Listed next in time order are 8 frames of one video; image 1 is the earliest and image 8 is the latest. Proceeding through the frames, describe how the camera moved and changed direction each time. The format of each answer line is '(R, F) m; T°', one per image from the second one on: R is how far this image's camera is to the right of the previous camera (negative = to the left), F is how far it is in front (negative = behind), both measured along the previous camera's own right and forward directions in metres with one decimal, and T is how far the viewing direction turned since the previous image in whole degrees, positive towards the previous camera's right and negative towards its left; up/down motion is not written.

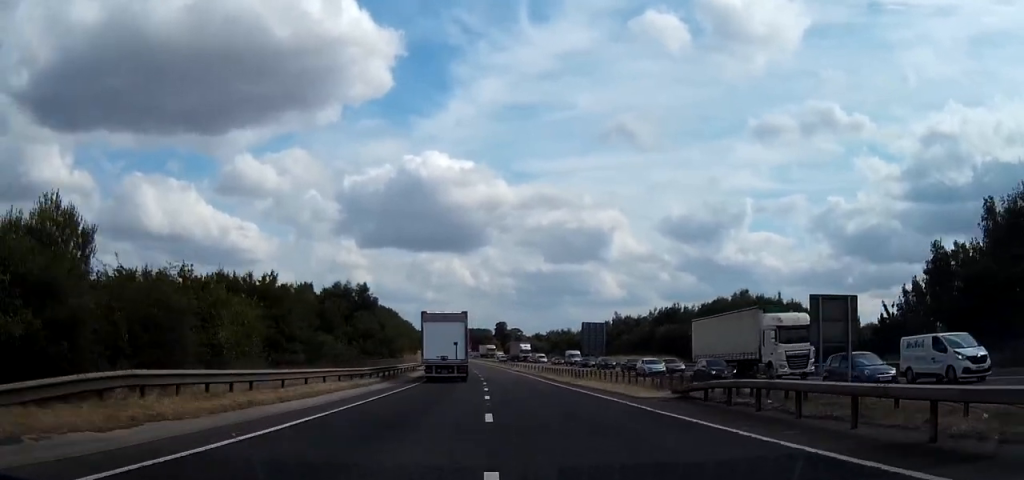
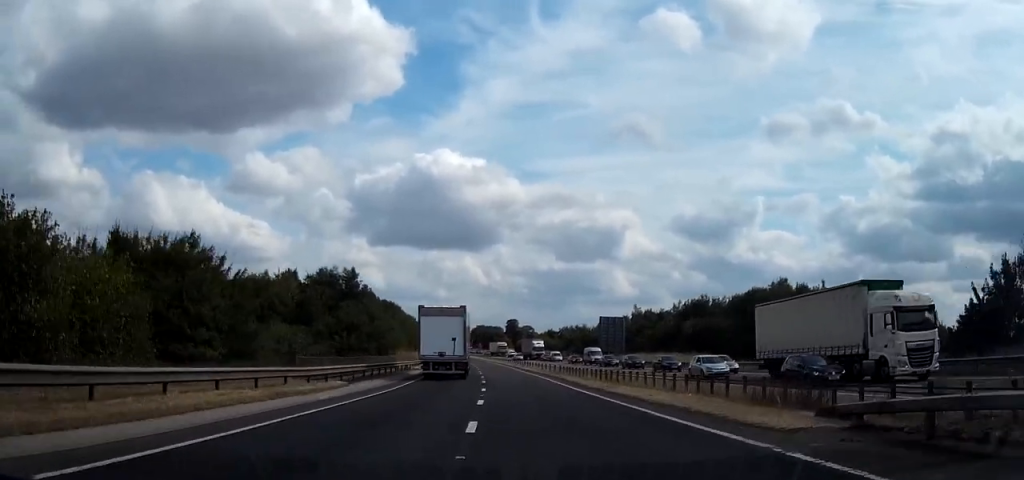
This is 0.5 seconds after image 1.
(0.0, +11.9) m; -1°
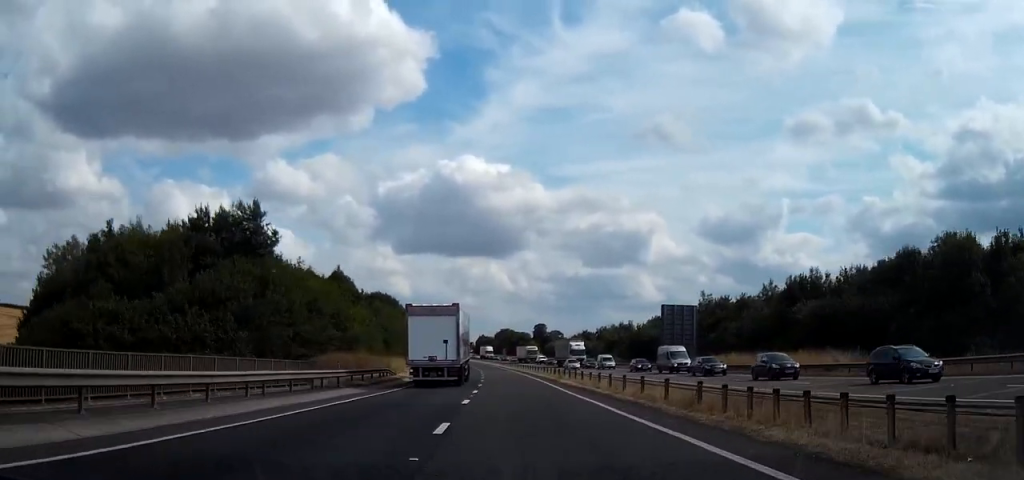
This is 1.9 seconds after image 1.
(-0.8, +35.8) m; -2°
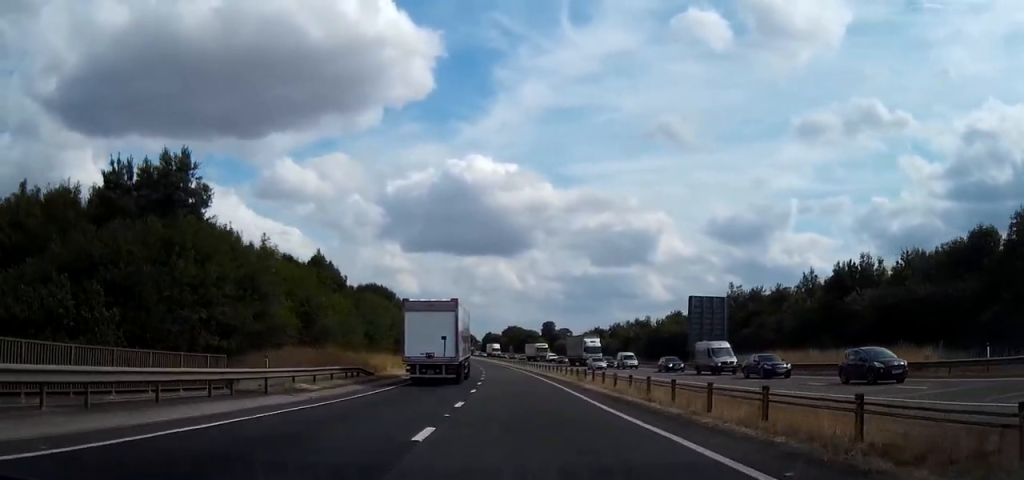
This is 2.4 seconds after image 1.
(-0.1, +11.1) m; 0°
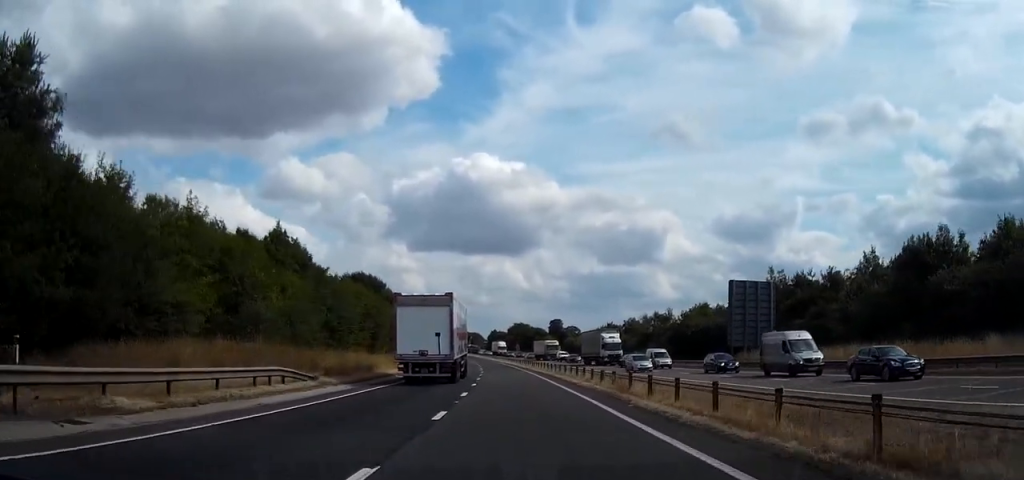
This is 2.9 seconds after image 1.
(0.0, +14.0) m; 0°
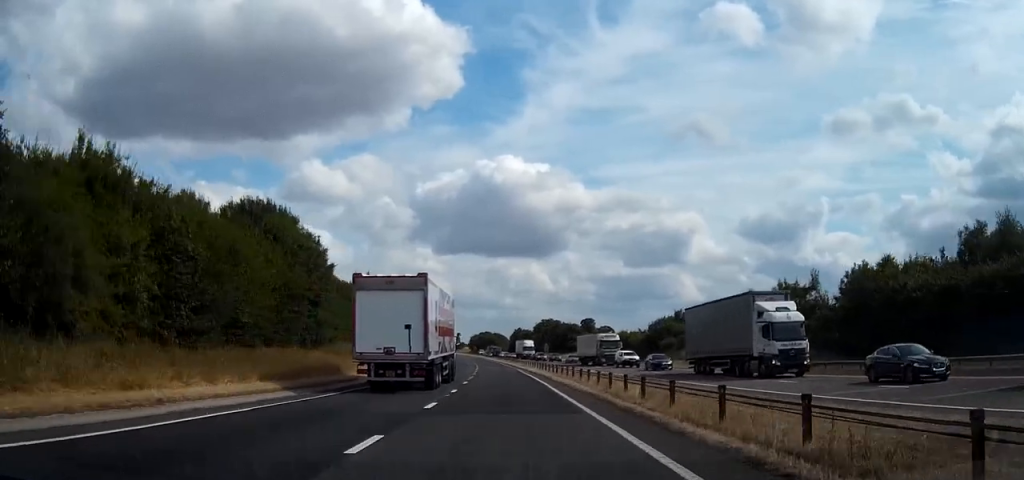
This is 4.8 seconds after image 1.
(-0.7, +51.4) m; -2°
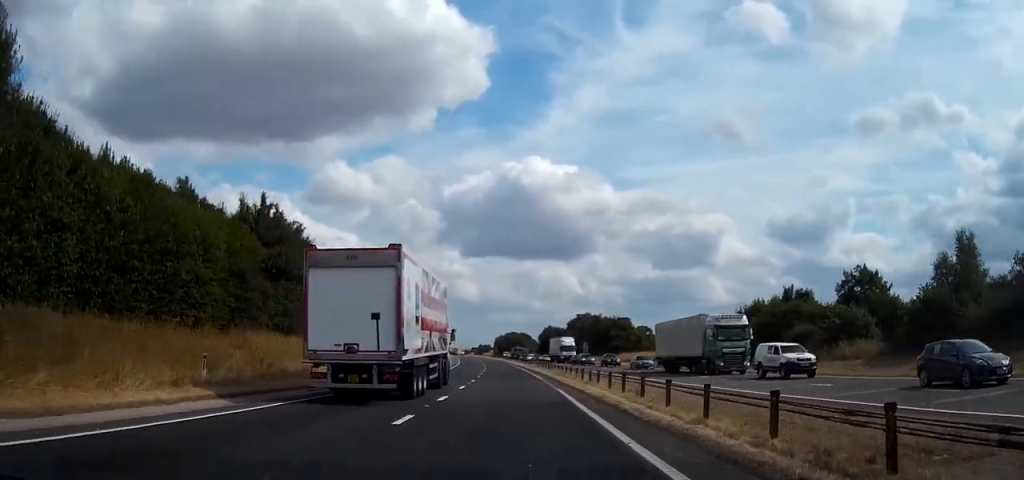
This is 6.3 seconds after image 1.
(-0.8, +41.0) m; -2°
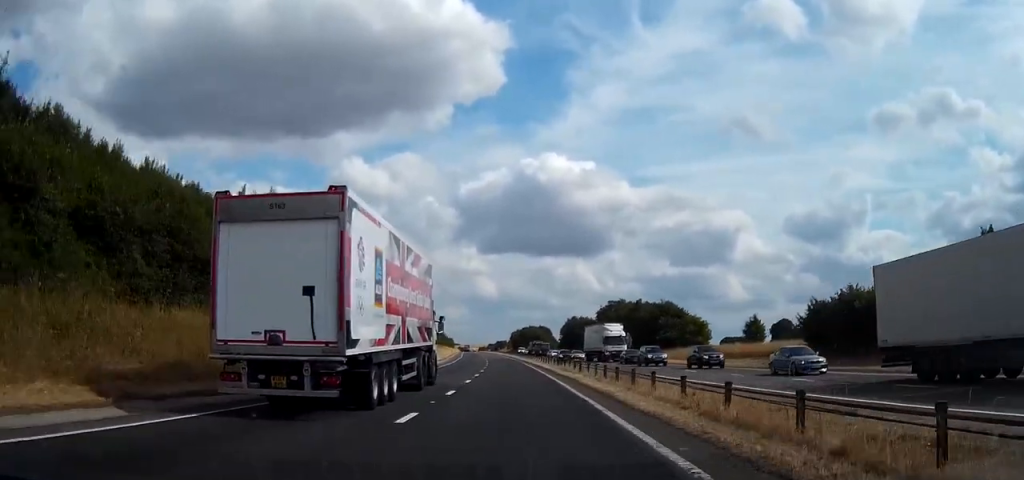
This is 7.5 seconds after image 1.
(-0.2, +35.4) m; -1°
